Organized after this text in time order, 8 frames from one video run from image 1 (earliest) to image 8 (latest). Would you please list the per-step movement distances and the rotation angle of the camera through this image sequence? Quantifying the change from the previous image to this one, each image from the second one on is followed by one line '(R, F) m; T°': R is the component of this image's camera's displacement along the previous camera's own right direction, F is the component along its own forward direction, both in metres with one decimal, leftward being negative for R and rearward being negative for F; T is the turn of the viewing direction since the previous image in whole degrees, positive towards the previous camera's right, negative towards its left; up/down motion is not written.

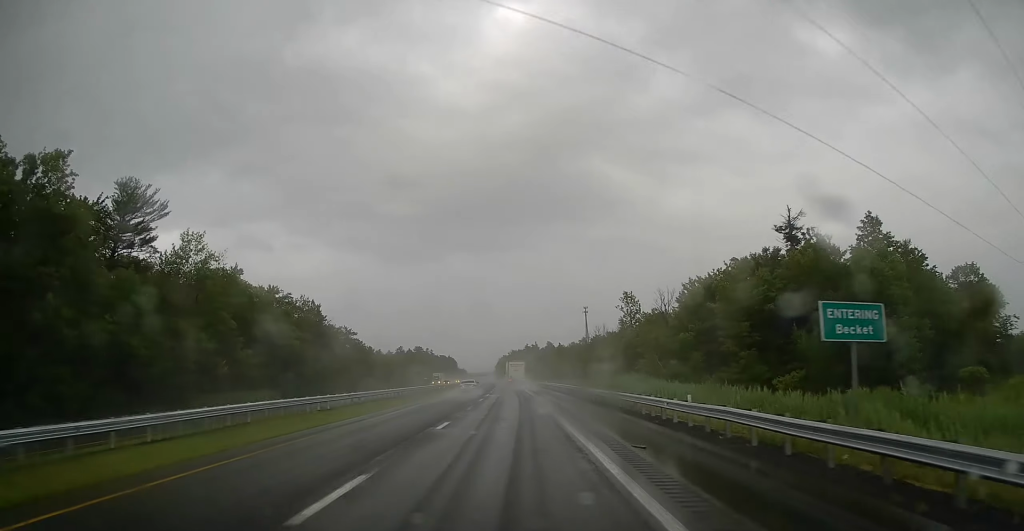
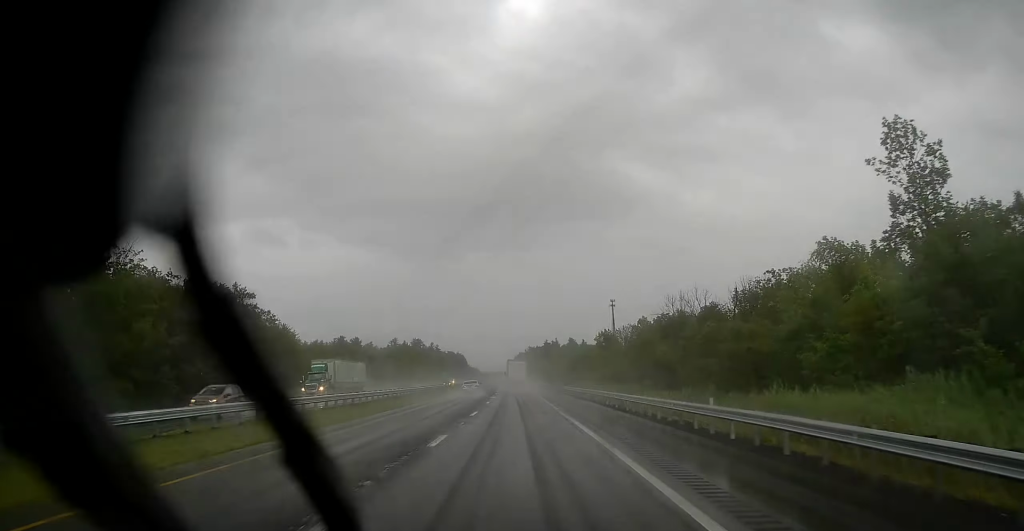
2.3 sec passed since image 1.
(-1.0, +78.3) m; -2°
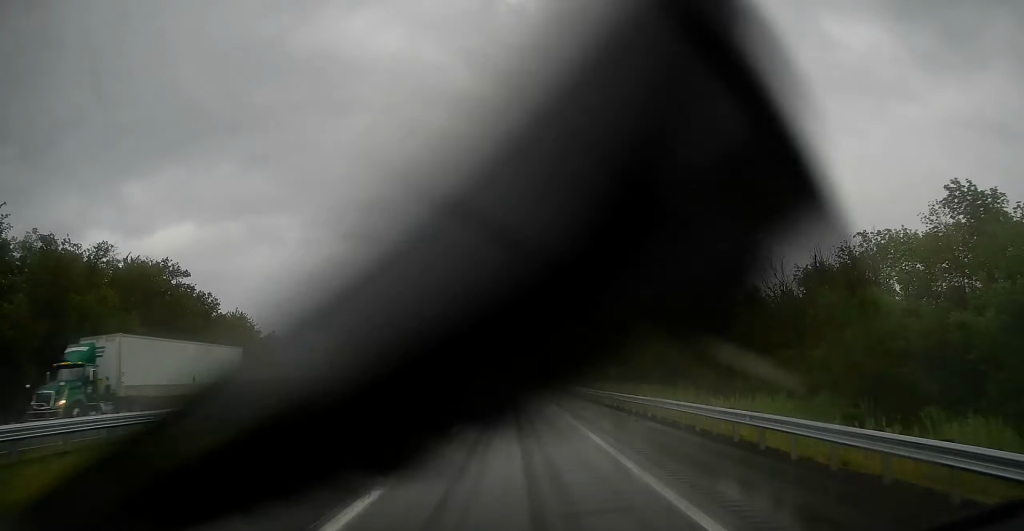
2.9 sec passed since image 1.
(-0.2, +21.2) m; 0°
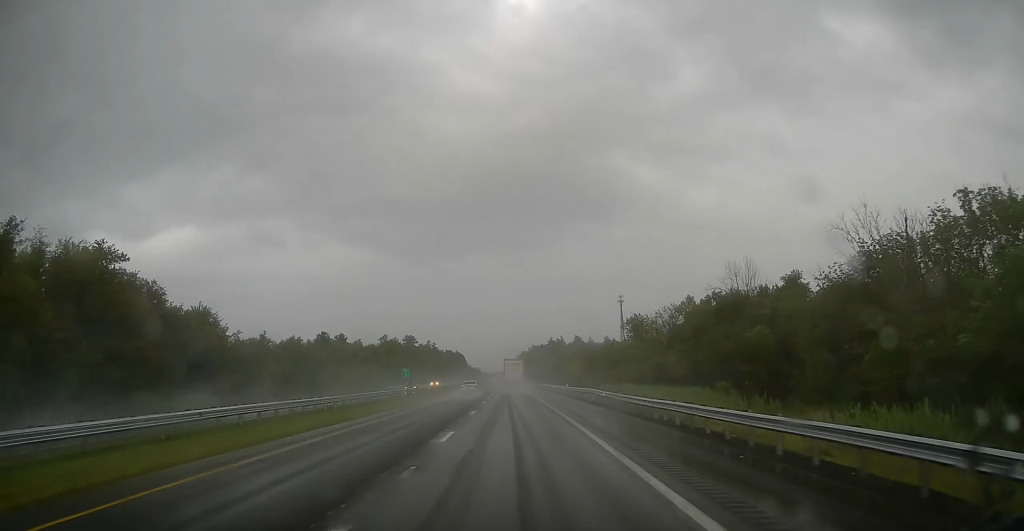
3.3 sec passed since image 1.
(-0.1, +14.4) m; 0°
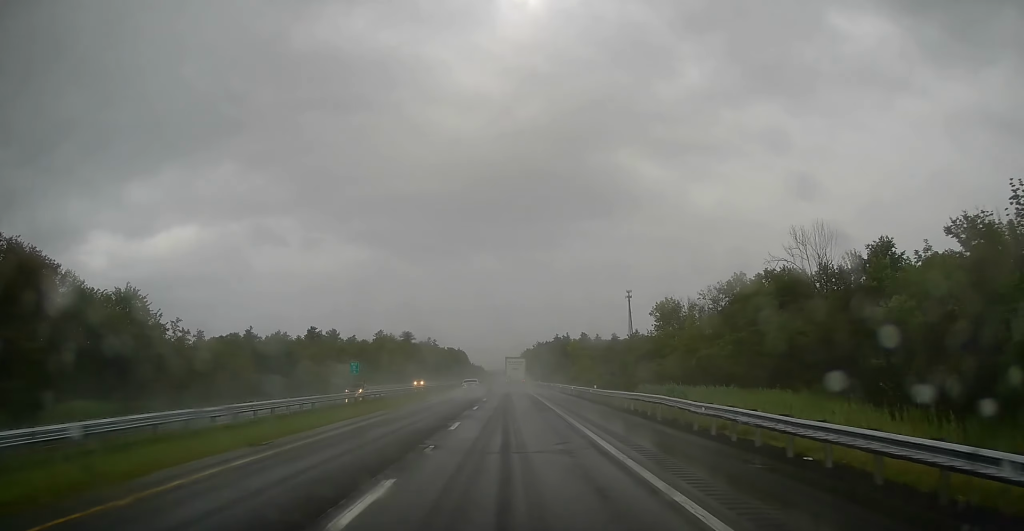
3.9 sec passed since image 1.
(0.0, +21.3) m; 0°
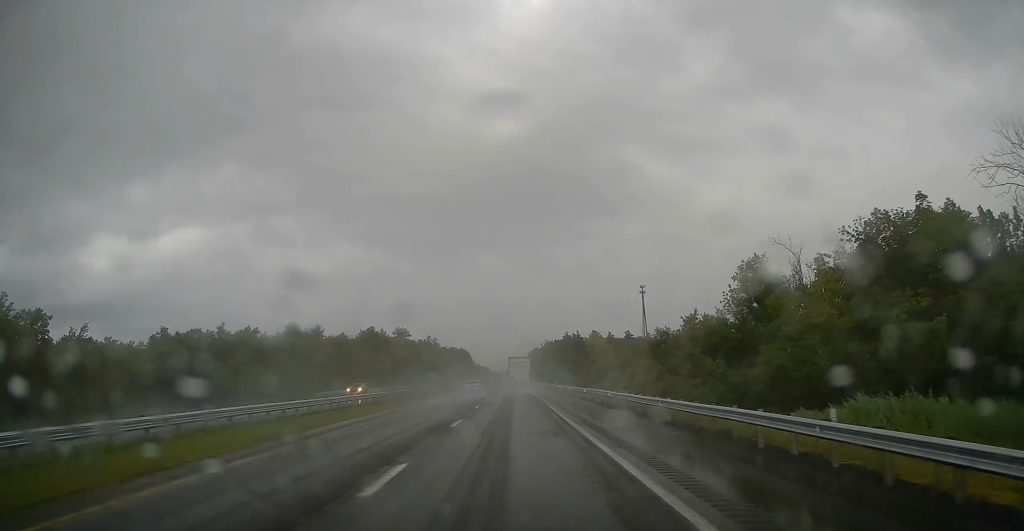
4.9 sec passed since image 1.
(0.0, +34.6) m; 0°
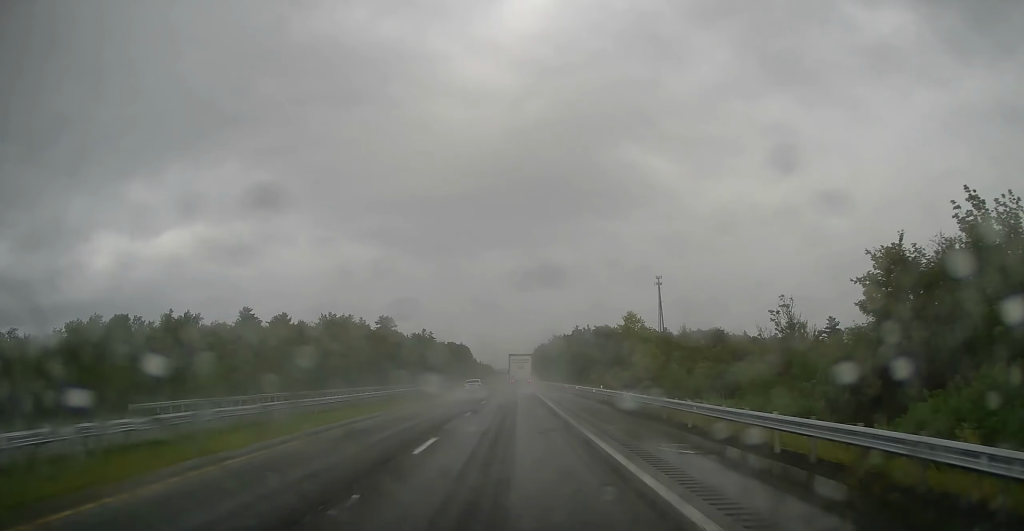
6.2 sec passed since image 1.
(-0.4, +44.5) m; -1°
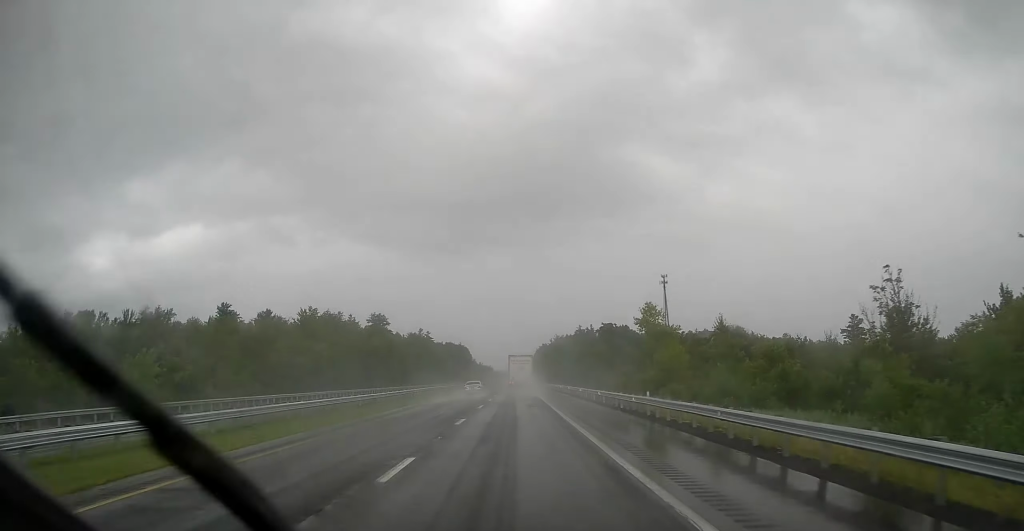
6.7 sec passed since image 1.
(0.0, +15.6) m; 0°
